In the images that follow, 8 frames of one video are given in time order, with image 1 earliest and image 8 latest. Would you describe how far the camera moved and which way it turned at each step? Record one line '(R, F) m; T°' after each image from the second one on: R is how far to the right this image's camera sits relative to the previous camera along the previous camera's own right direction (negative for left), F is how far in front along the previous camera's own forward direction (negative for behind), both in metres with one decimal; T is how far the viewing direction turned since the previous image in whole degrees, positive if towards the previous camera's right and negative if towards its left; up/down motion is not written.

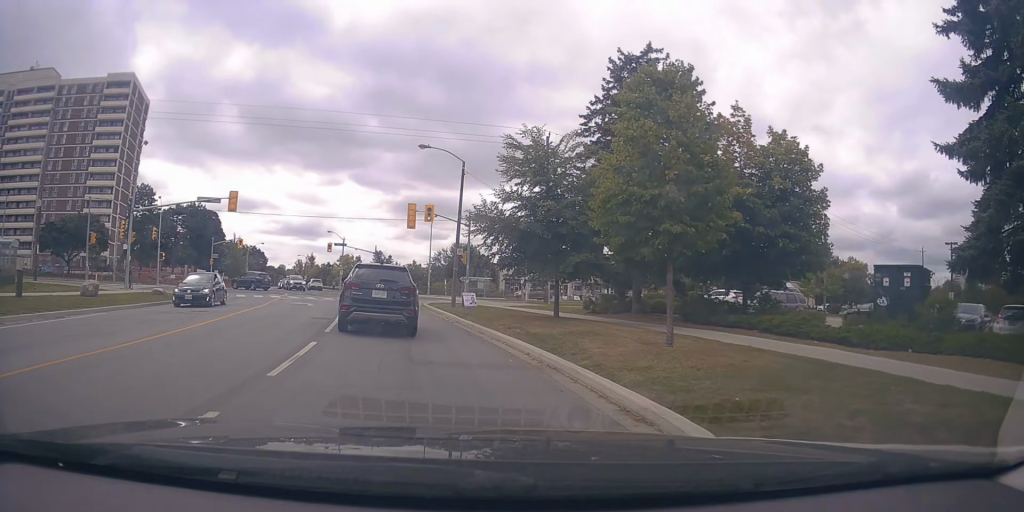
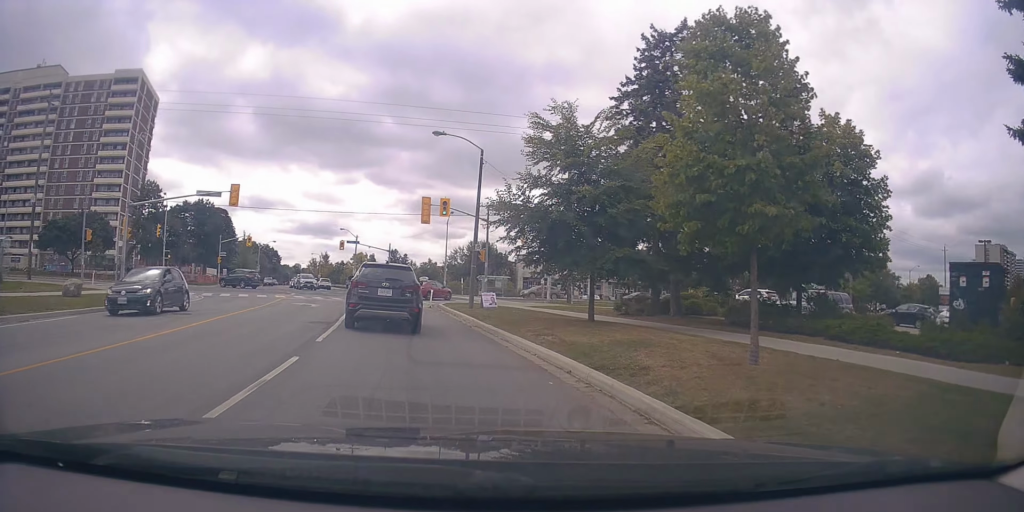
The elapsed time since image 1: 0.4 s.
(0.0, +2.4) m; 0°
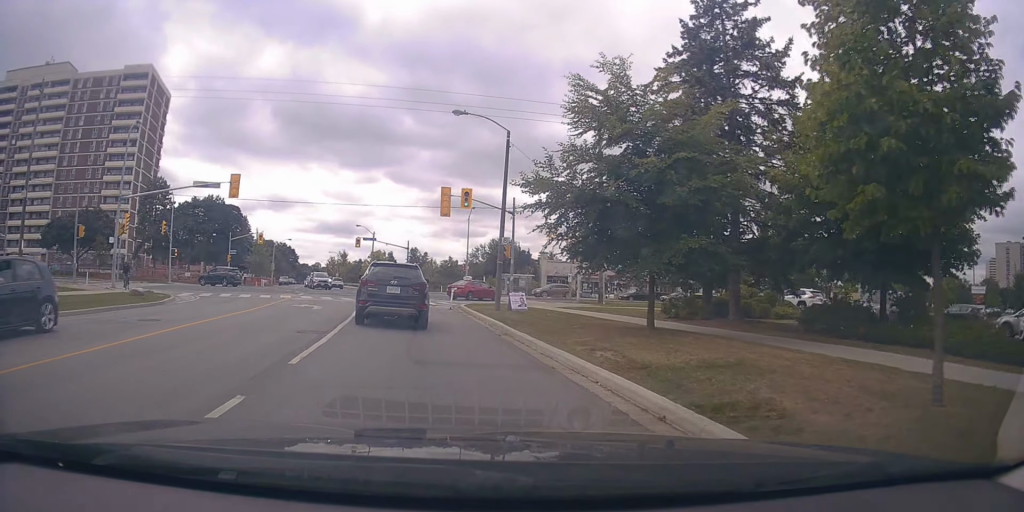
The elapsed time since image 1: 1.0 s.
(0.0, +3.0) m; 0°
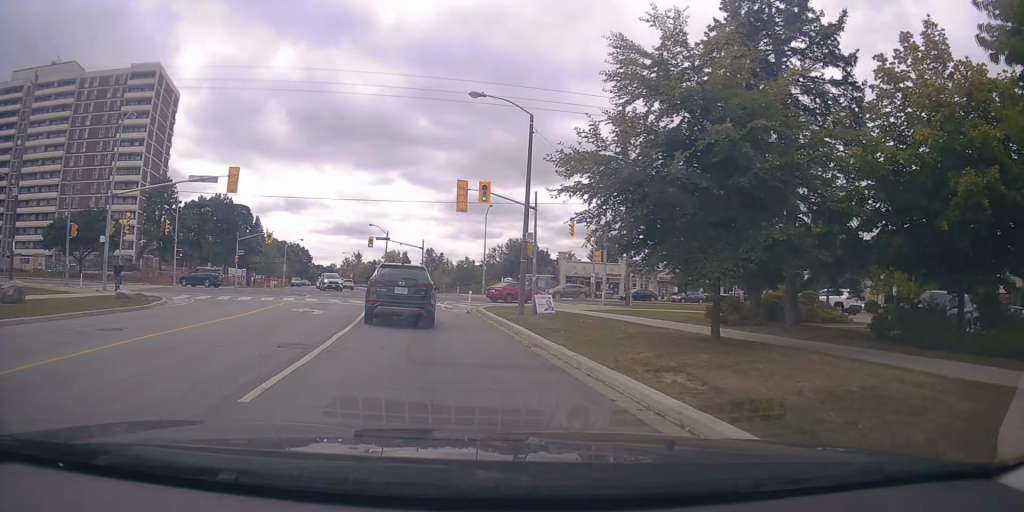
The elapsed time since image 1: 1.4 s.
(0.0, +2.4) m; -1°
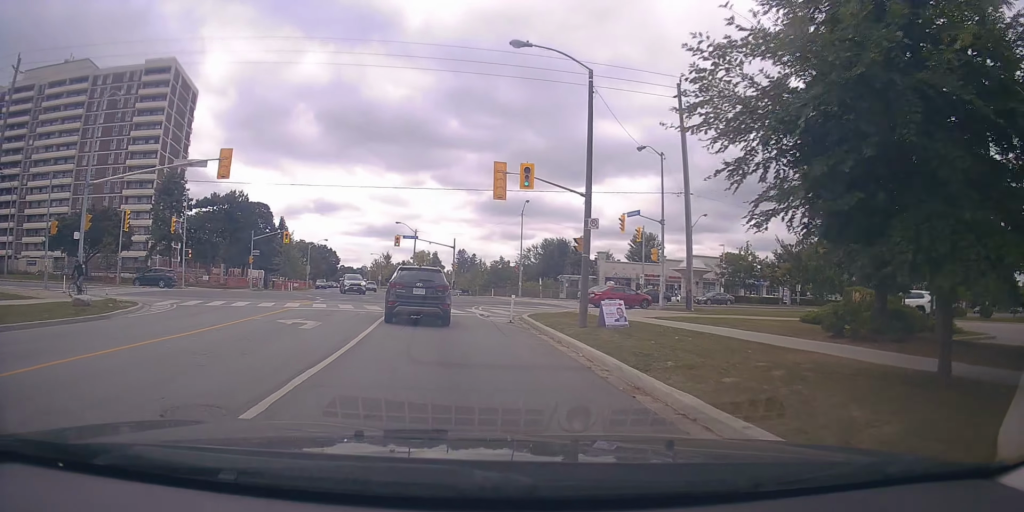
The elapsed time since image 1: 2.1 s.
(0.0, +4.8) m; -3°
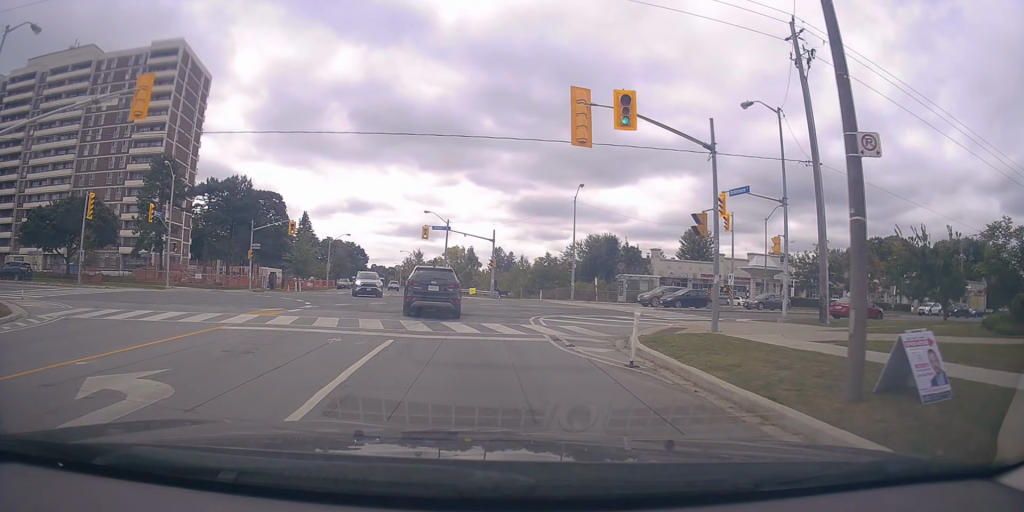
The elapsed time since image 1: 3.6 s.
(-0.8, +9.8) m; -5°
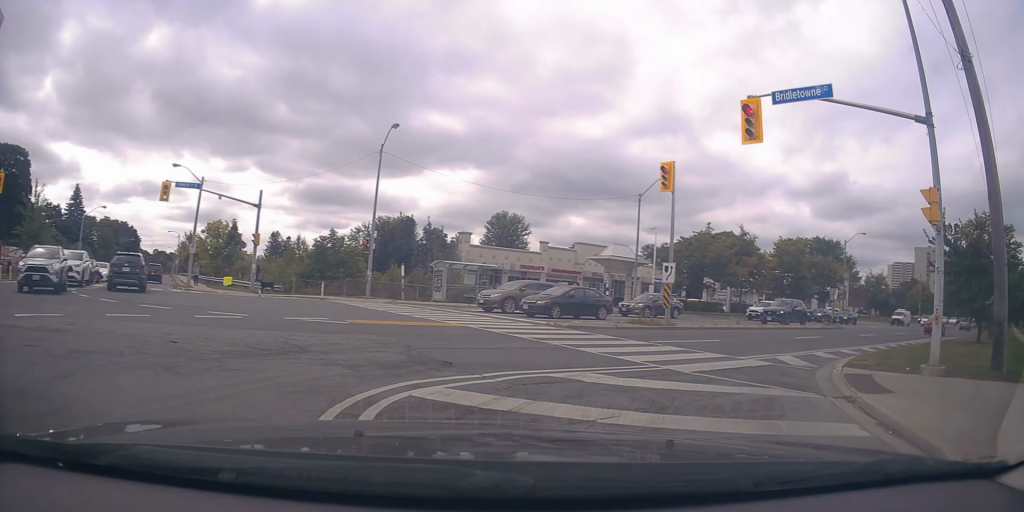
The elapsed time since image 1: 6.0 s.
(+2.1, +16.4) m; +28°
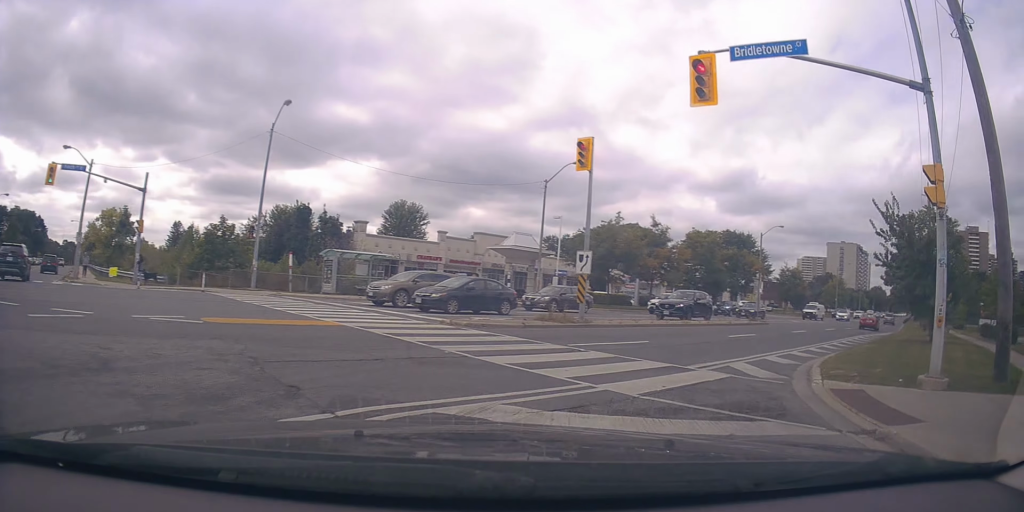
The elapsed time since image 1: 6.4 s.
(+0.5, +2.6) m; +10°
